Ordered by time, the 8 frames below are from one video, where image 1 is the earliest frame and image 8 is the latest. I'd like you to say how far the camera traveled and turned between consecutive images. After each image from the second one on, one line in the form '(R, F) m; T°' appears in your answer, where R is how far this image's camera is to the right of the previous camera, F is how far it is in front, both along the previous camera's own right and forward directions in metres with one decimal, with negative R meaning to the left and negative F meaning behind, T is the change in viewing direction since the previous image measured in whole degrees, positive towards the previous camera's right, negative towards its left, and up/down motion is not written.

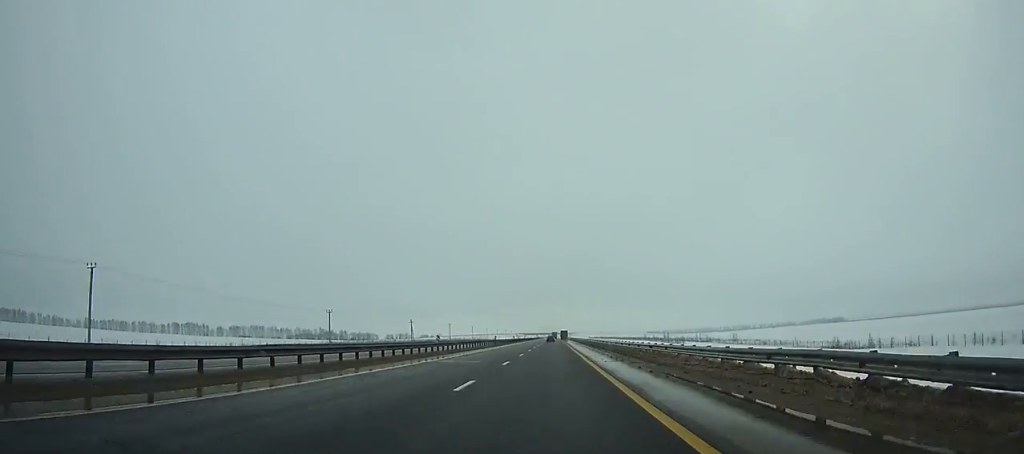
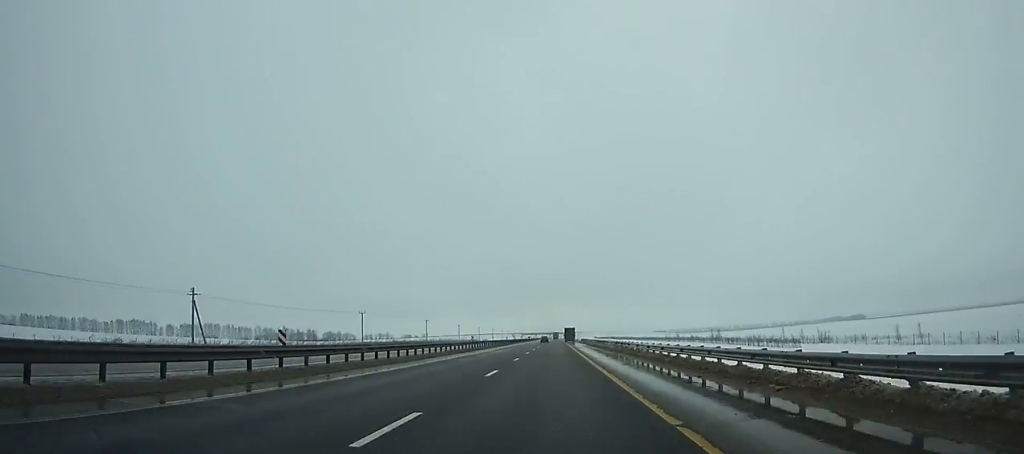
(-0.2, +104.0) m; 0°
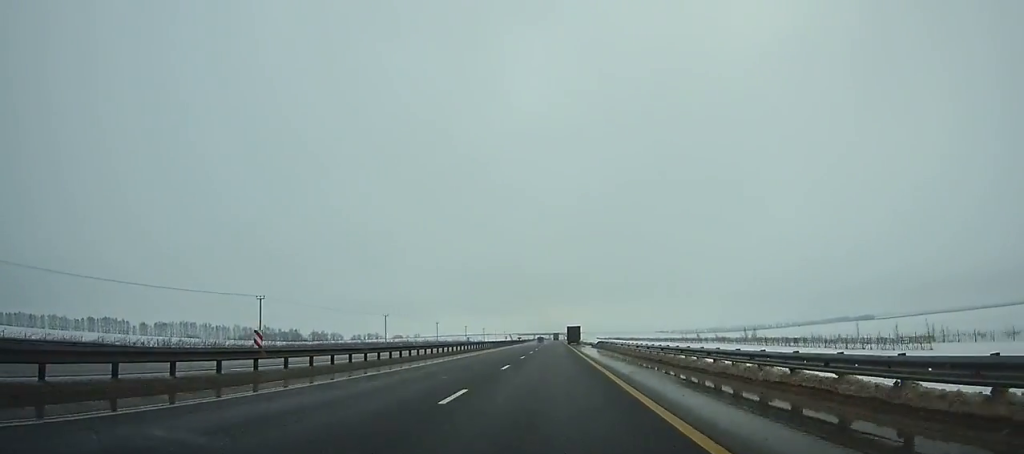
(-0.1, +43.9) m; 0°
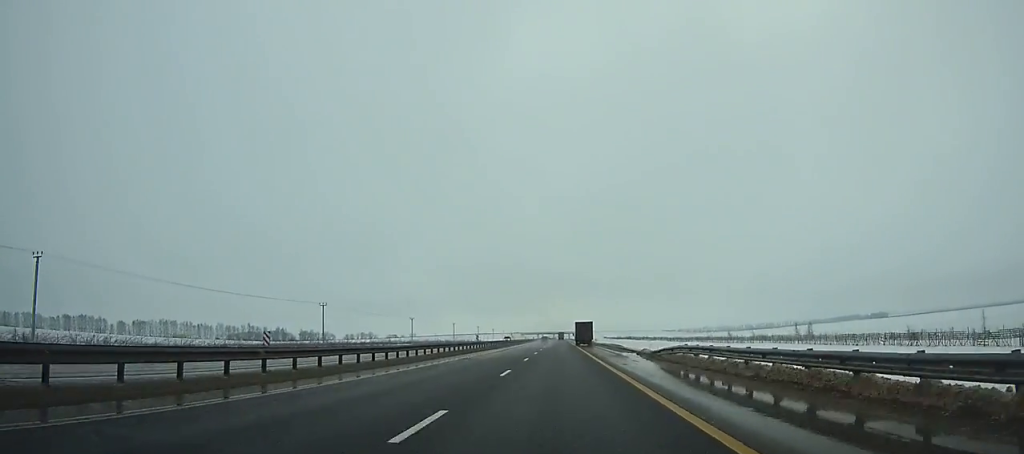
(-0.1, +41.1) m; 0°
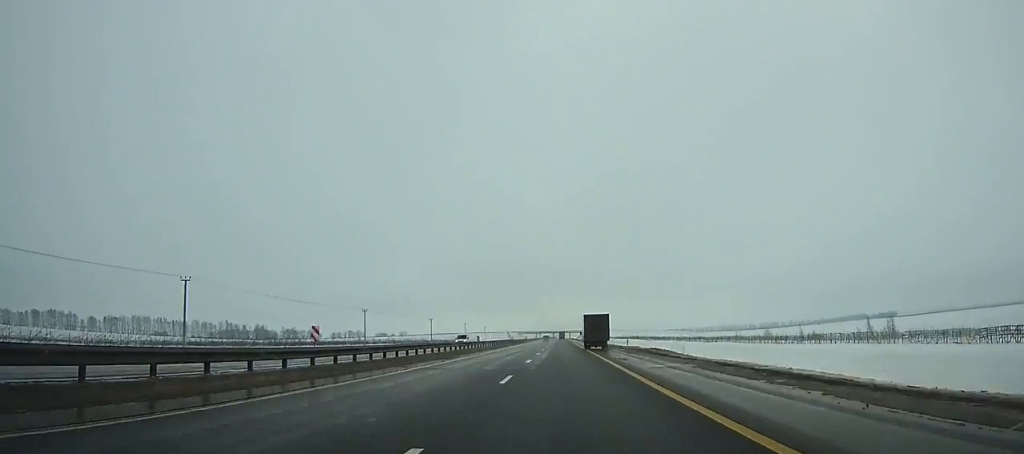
(0.0, +38.3) m; 0°
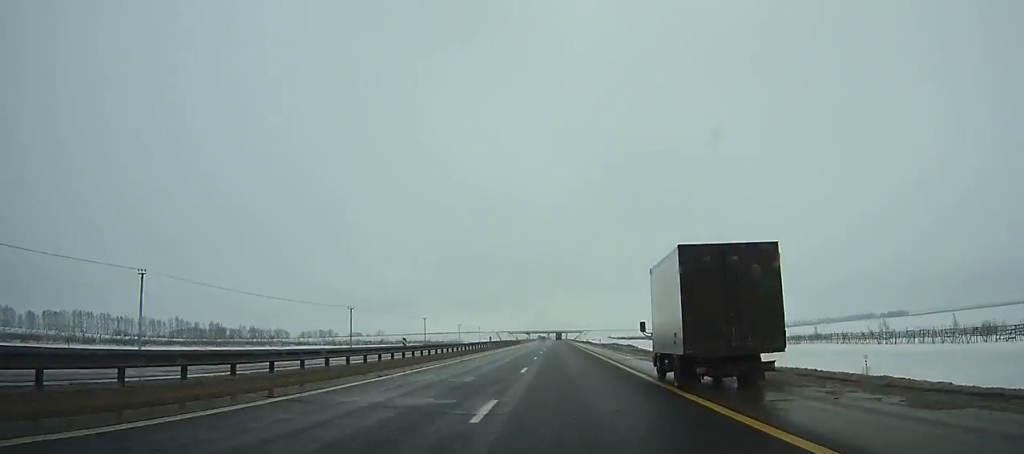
(0.0, +68.2) m; 0°
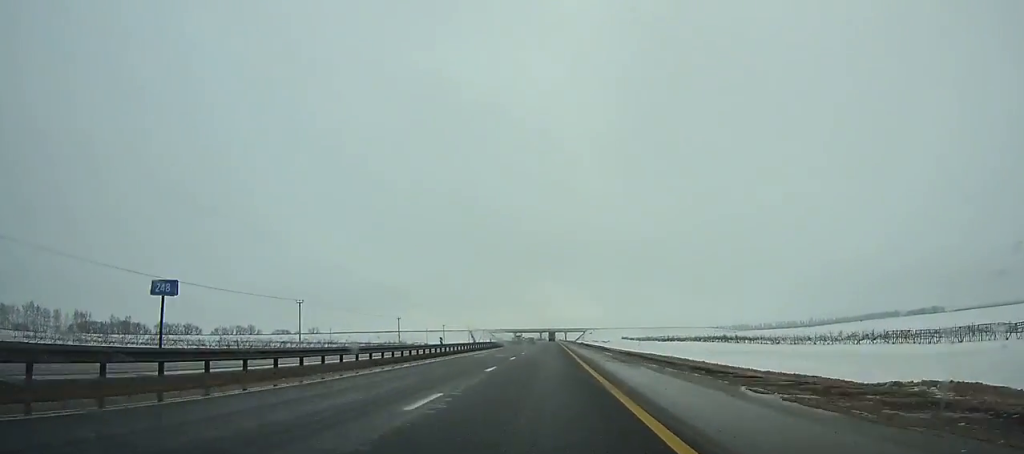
(+0.8, +143.1) m; 0°
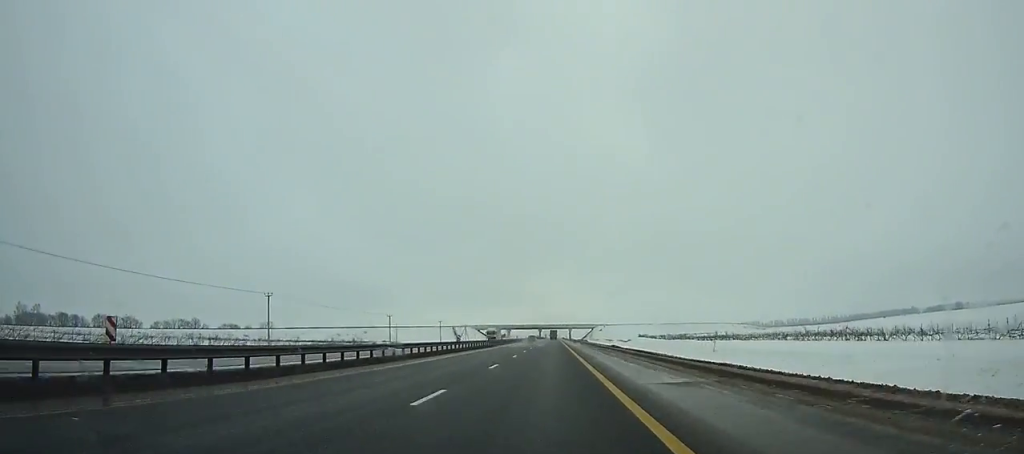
(-0.2, +71.9) m; 0°
